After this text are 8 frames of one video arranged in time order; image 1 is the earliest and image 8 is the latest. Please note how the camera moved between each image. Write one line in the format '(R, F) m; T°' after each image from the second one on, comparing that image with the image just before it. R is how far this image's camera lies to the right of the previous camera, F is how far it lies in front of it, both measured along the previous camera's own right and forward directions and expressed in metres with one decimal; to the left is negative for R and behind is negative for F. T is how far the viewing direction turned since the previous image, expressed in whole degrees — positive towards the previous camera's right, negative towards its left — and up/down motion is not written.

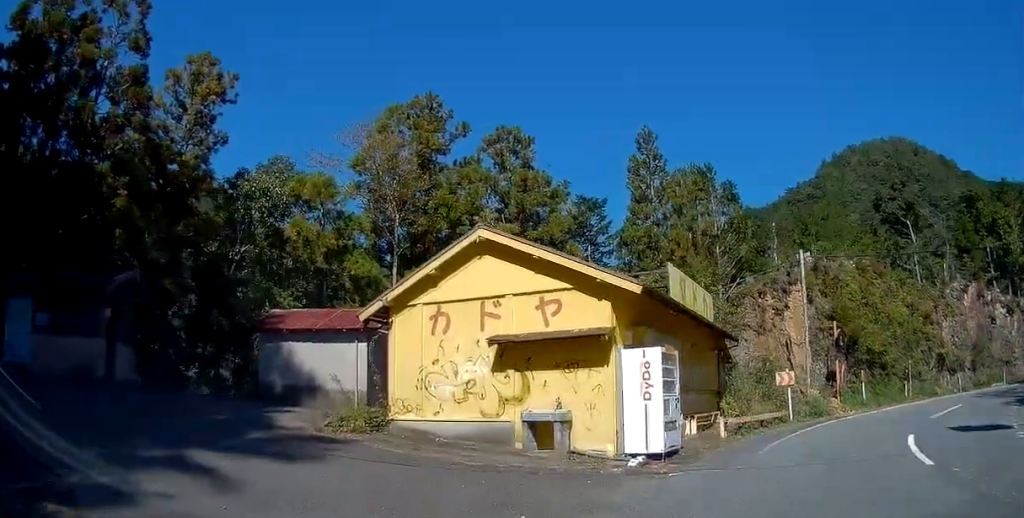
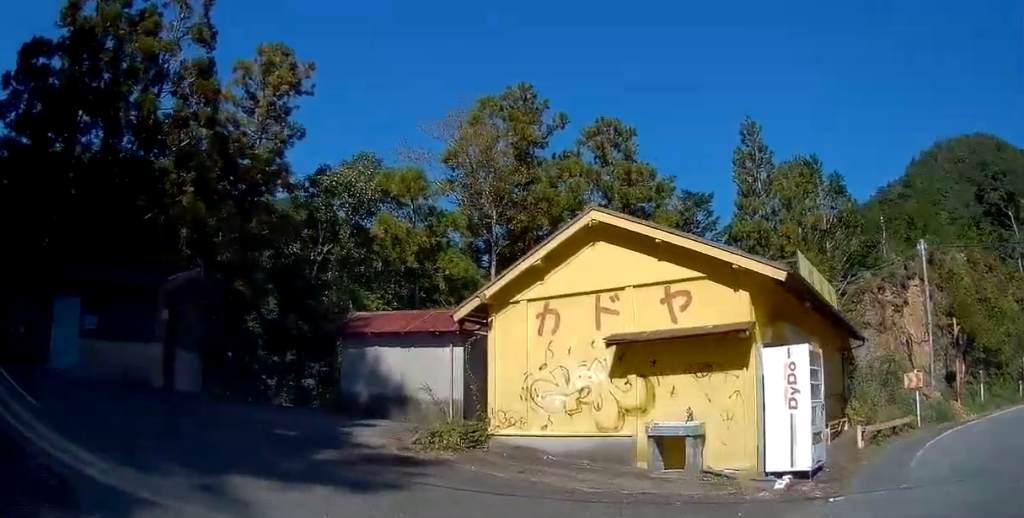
(-0.1, +1.4) m; -10°
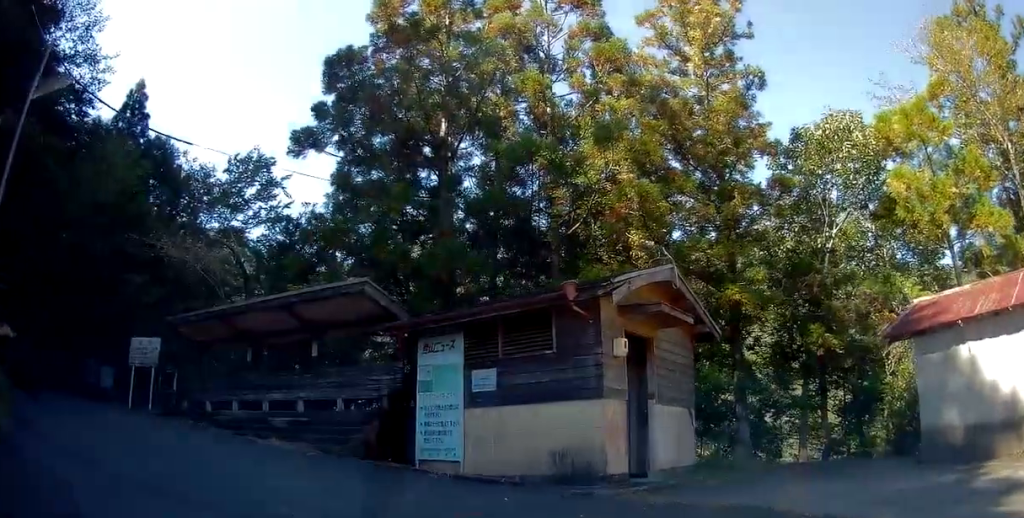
(-1.6, +4.3) m; -43°
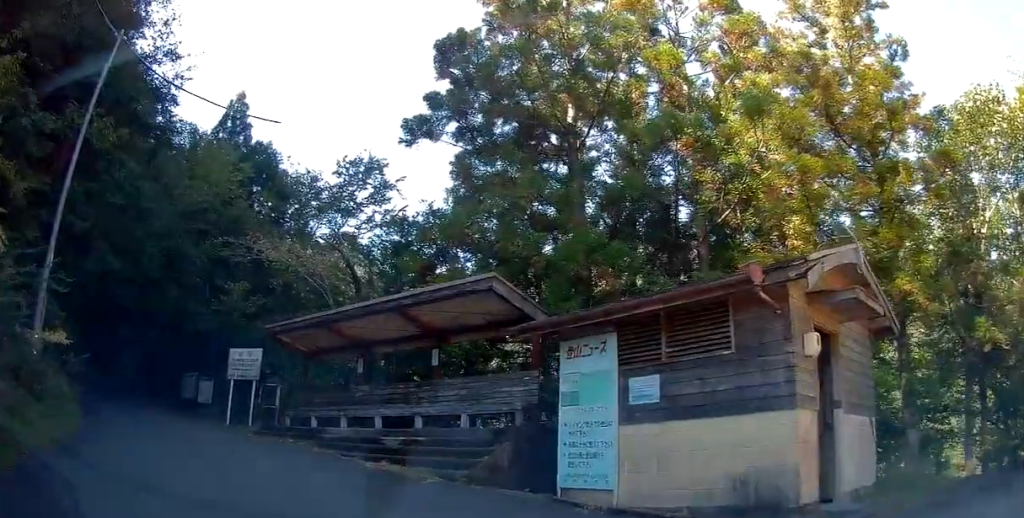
(-0.2, +1.4) m; -11°
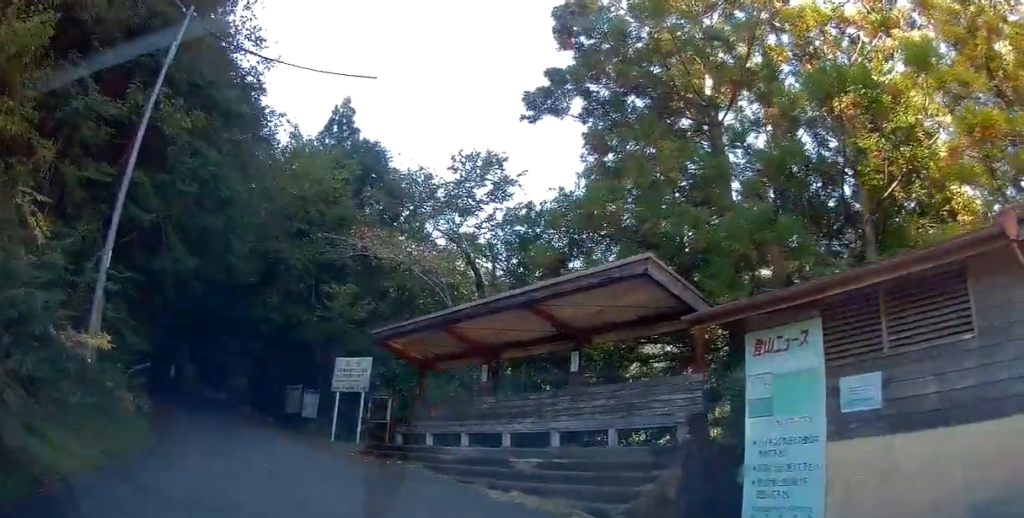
(-0.1, +1.6) m; -9°
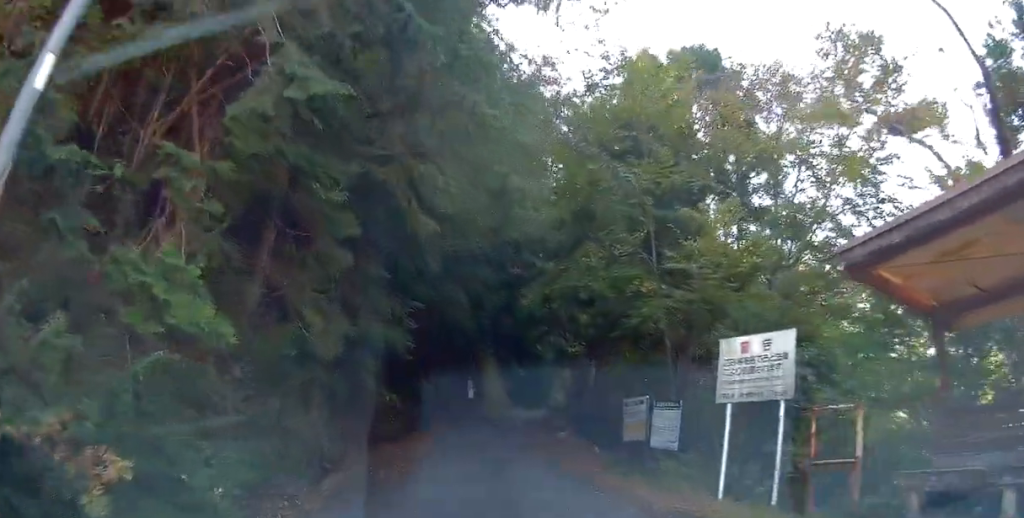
(-0.5, +6.8) m; -6°
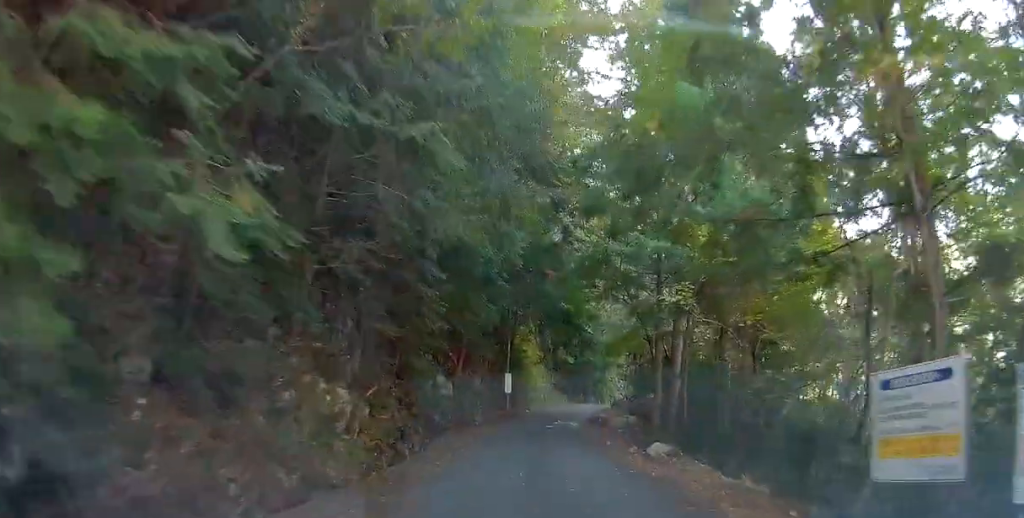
(-0.5, +6.8) m; -4°
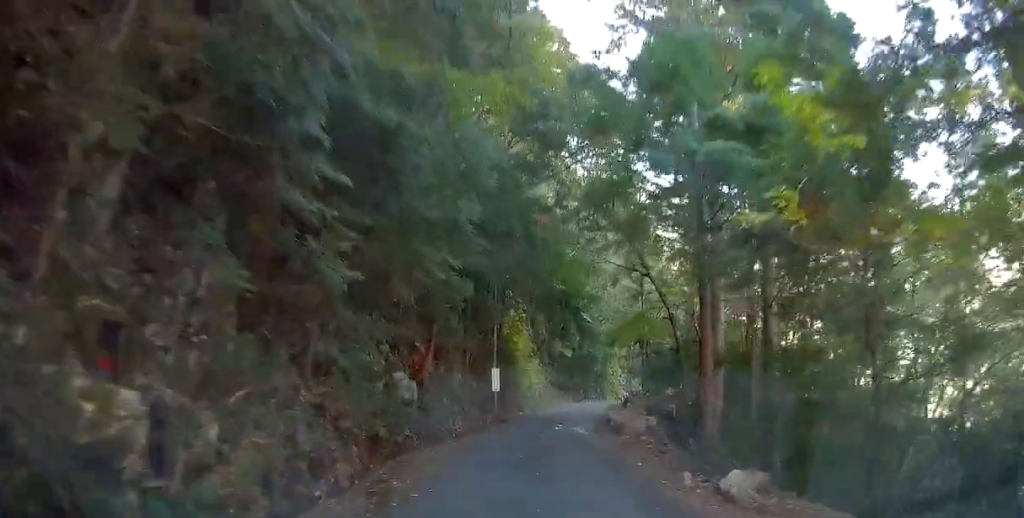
(+0.3, +3.5) m; -3°
